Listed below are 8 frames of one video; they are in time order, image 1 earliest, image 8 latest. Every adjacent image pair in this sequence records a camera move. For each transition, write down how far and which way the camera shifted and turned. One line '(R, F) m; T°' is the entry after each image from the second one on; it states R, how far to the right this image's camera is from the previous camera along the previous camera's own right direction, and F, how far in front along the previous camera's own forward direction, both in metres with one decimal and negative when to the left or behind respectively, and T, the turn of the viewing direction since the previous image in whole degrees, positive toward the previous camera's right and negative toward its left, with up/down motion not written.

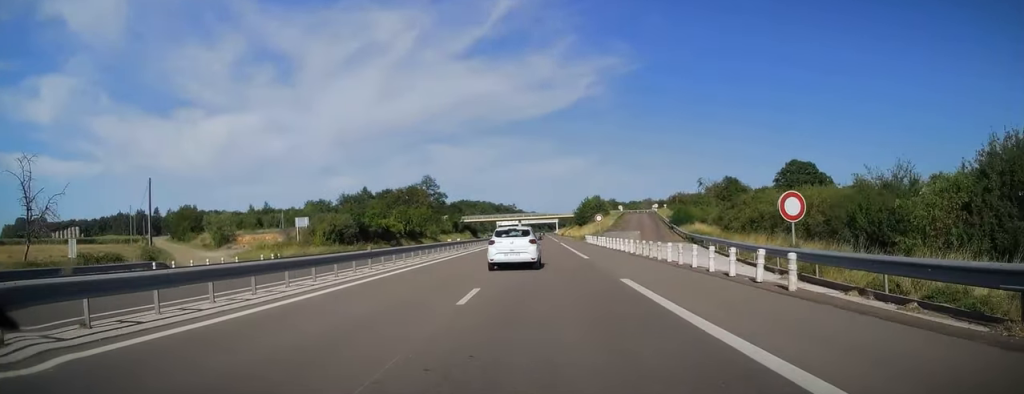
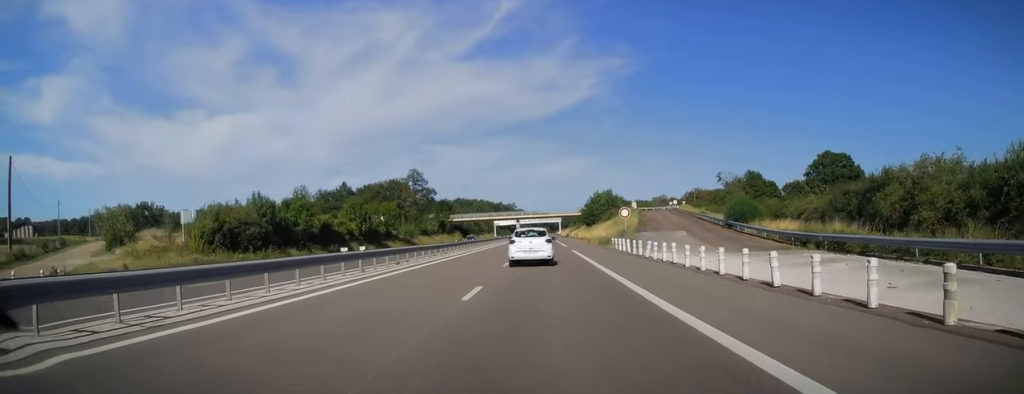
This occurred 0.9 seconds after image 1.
(-0.2, +25.1) m; -1°
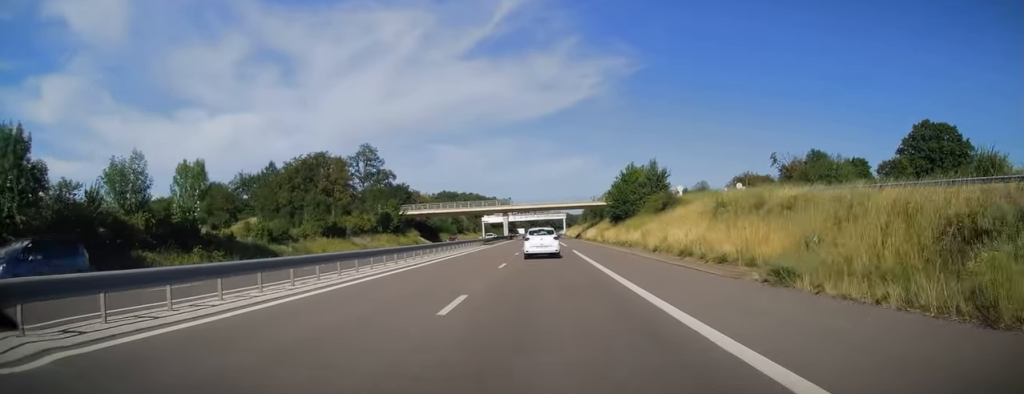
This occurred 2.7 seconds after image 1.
(-0.2, +54.1) m; 0°
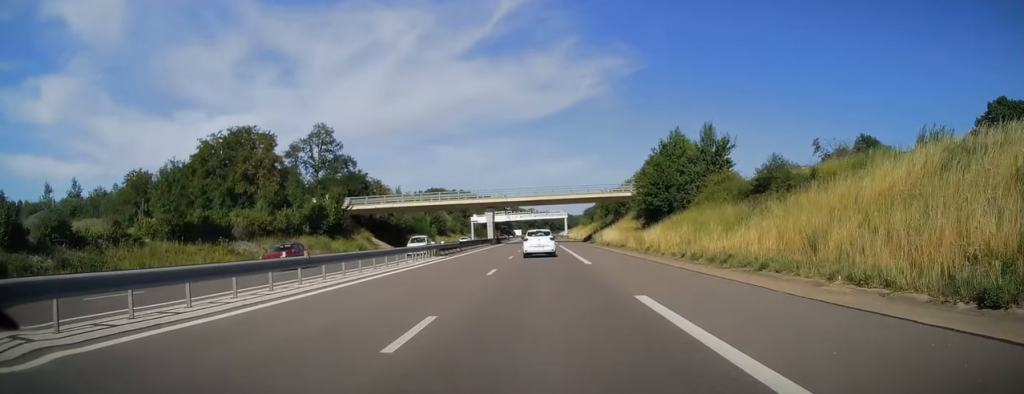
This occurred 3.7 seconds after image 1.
(+0.2, +29.0) m; 0°
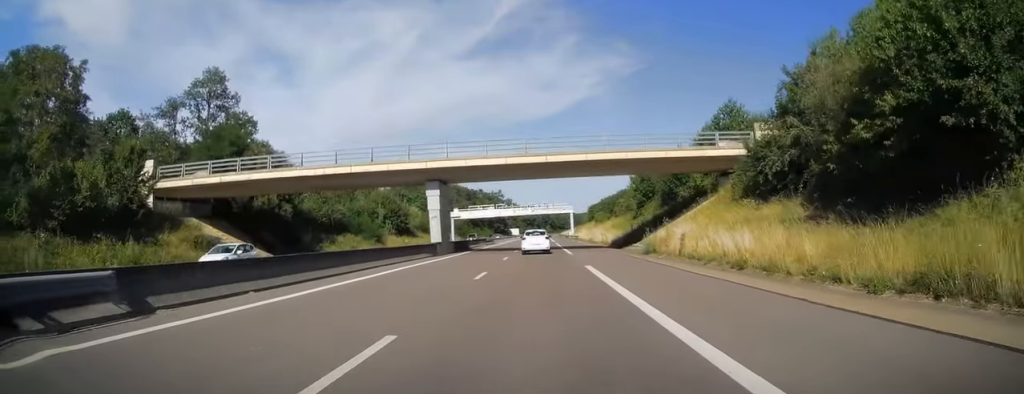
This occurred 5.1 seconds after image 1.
(-0.1, +40.8) m; -1°
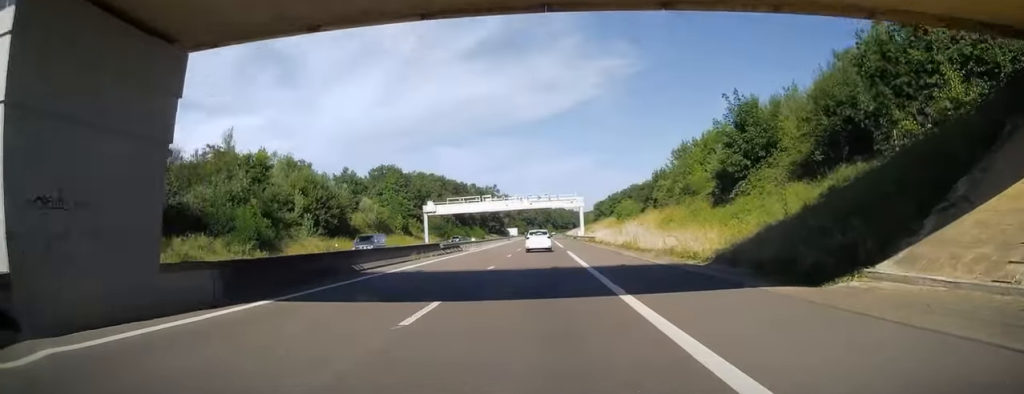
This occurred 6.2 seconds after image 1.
(-0.1, +35.0) m; 0°
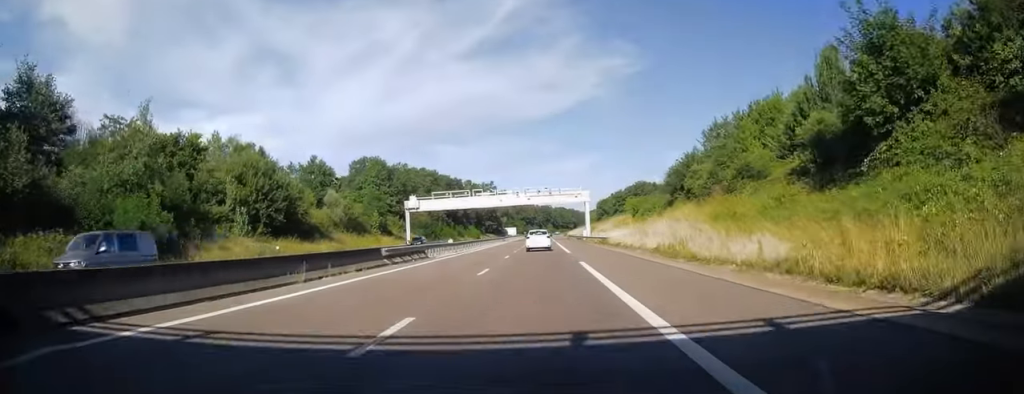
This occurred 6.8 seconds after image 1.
(0.0, +15.2) m; 0°
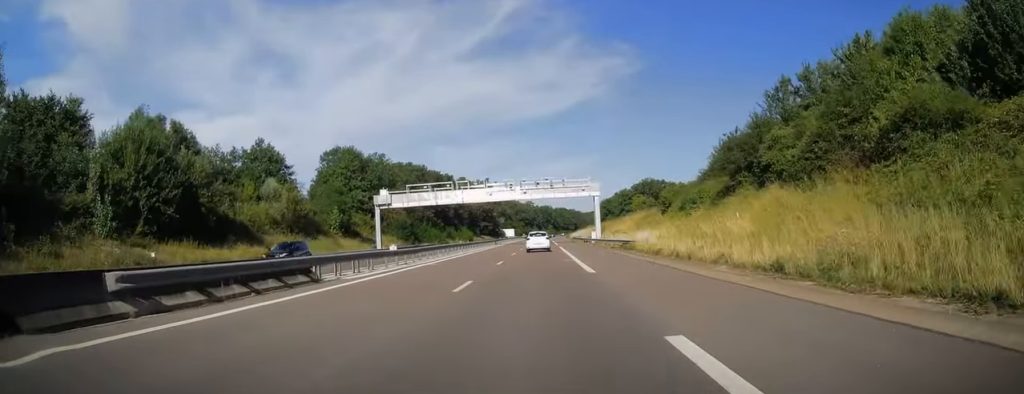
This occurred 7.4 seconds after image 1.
(0.0, +18.2) m; 0°
